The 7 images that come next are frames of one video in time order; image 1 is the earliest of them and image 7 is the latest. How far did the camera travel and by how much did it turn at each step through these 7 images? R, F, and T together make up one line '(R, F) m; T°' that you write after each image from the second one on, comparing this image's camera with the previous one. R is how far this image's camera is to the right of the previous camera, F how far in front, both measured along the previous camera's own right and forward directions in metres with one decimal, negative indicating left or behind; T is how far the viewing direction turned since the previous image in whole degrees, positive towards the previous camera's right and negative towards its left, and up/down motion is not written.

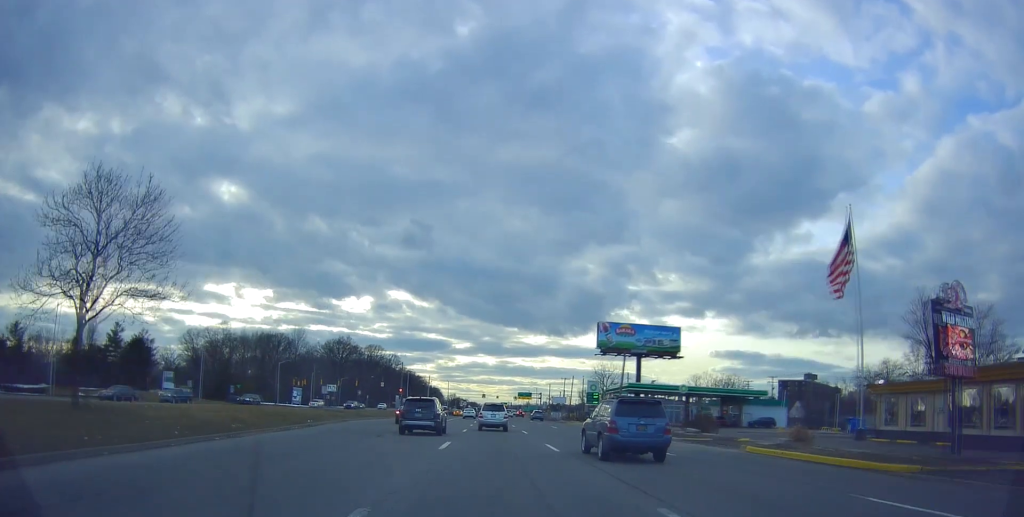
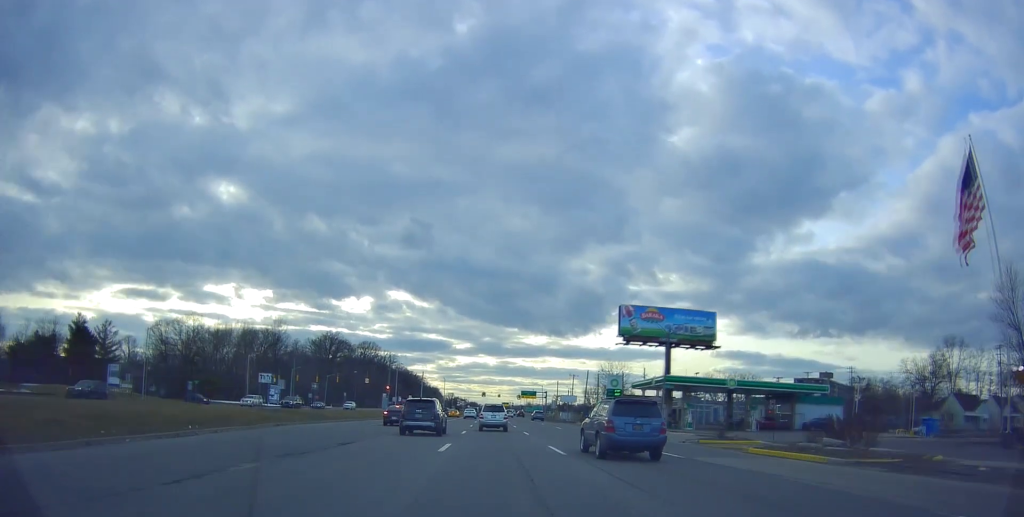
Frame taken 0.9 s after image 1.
(+0.2, +16.9) m; 0°
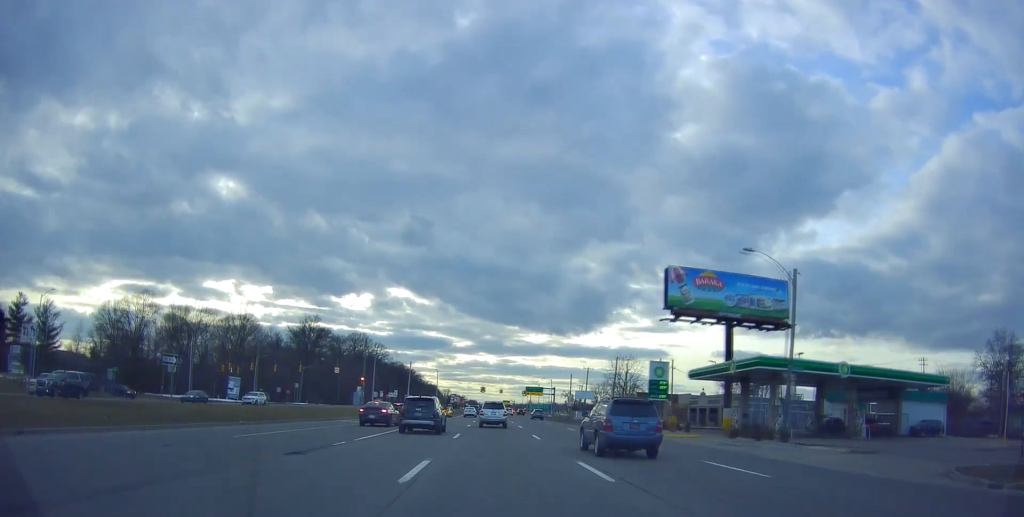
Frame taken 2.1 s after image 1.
(-0.1, +22.7) m; +1°
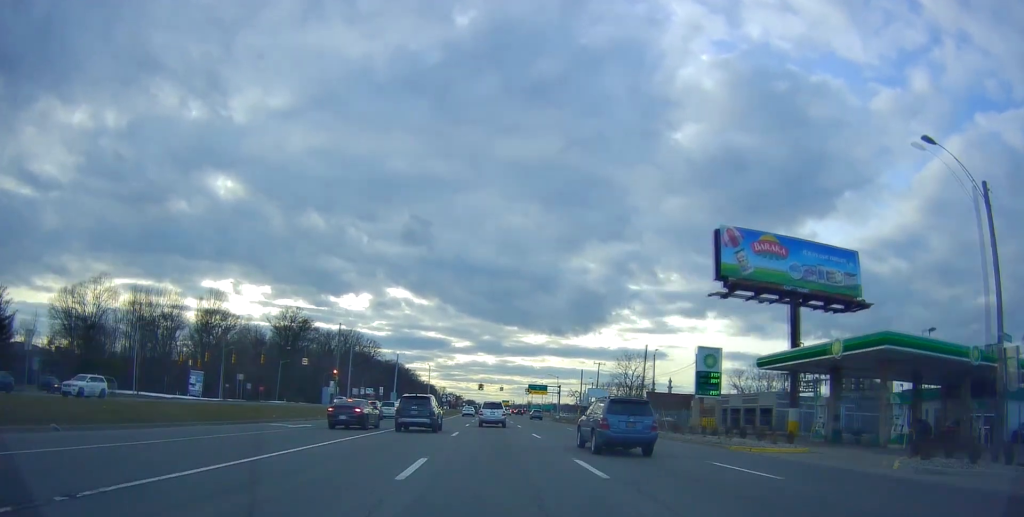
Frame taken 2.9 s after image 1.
(+0.2, +15.3) m; +1°
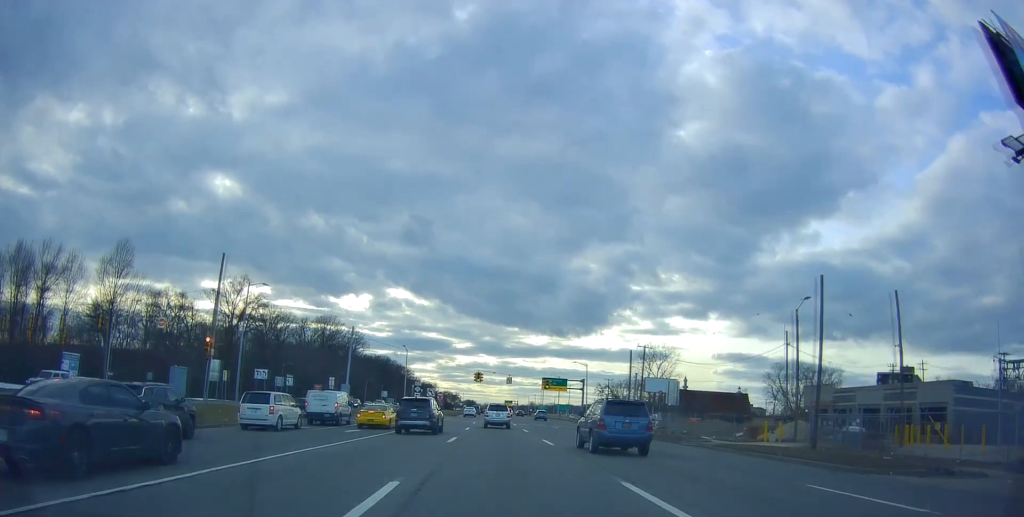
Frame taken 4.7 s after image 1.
(-0.1, +35.4) m; -2°
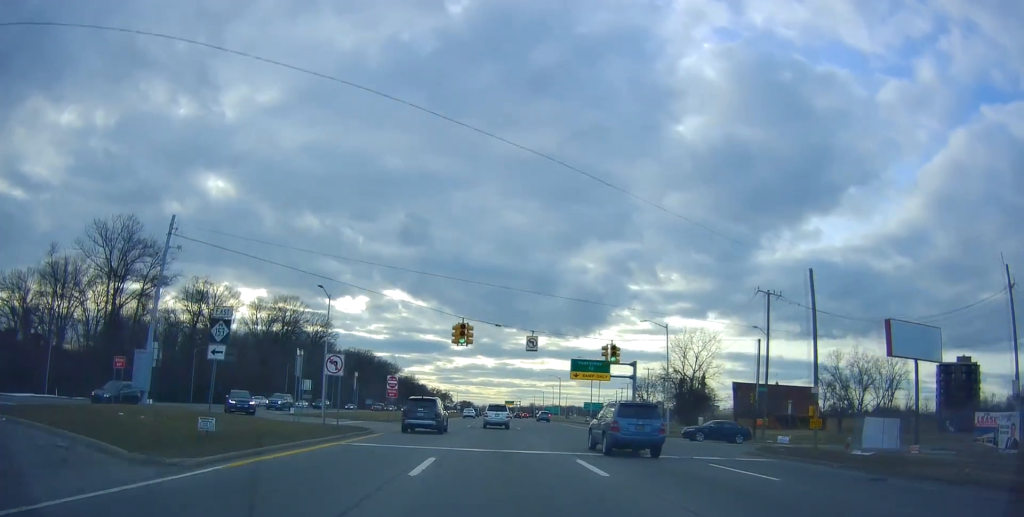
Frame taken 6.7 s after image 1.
(0.0, +41.8) m; 0°
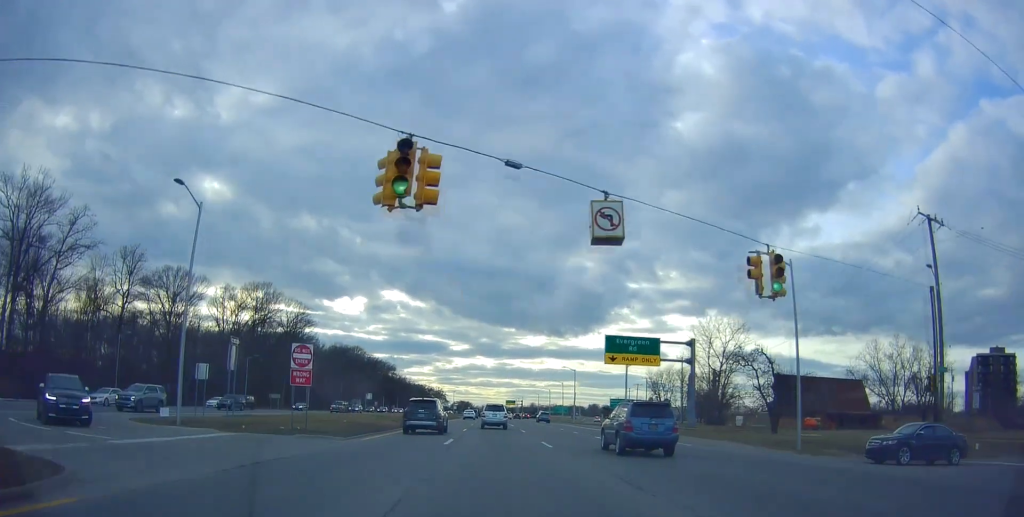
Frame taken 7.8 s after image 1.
(-0.4, +21.7) m; 0°
